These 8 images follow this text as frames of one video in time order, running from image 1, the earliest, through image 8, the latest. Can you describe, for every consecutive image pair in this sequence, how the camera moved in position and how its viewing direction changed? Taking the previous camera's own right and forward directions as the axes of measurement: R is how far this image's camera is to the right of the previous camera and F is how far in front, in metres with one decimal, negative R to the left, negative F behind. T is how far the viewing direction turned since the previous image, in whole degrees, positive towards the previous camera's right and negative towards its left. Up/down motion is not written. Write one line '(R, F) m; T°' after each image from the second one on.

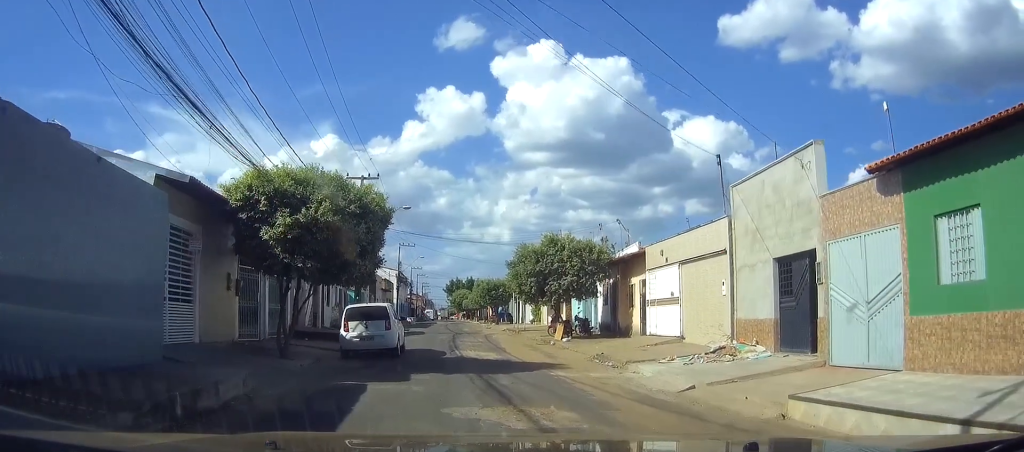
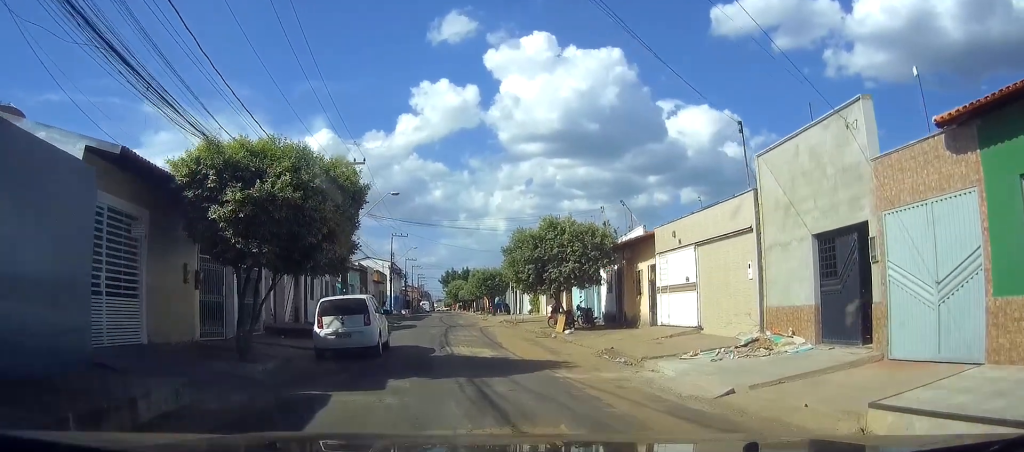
(0.0, +2.1) m; 0°
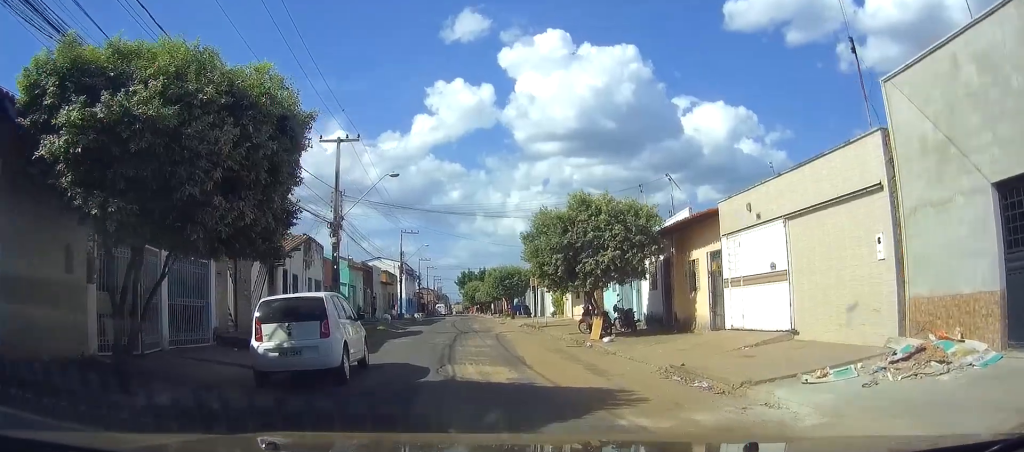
(+0.1, +5.0) m; -1°
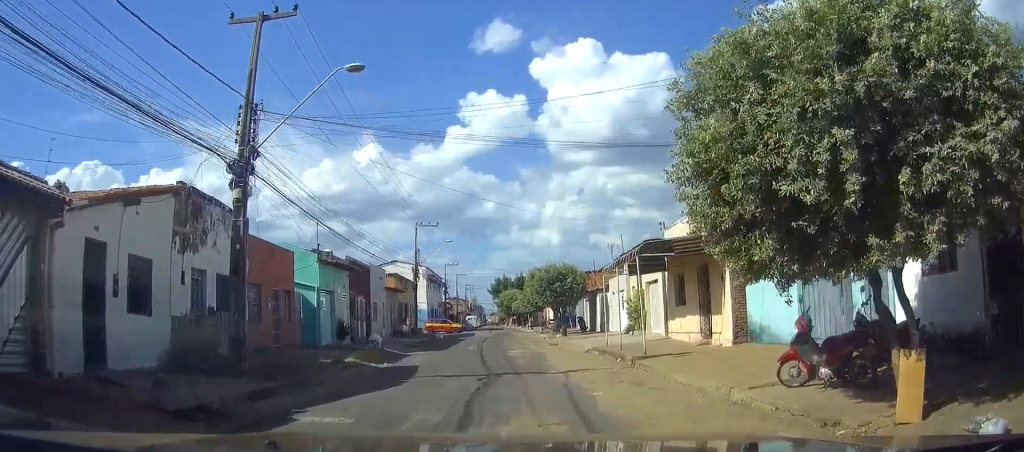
(-1.1, +14.6) m; -6°
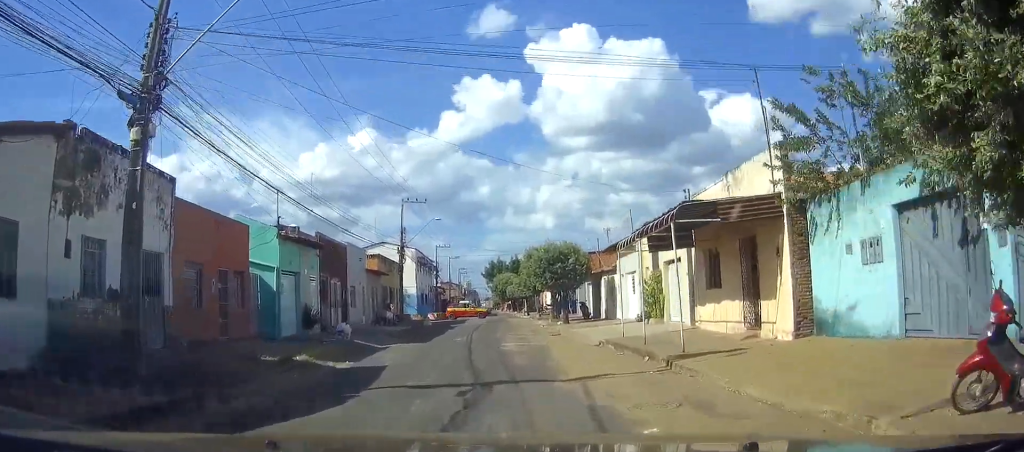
(+0.1, +4.3) m; 0°
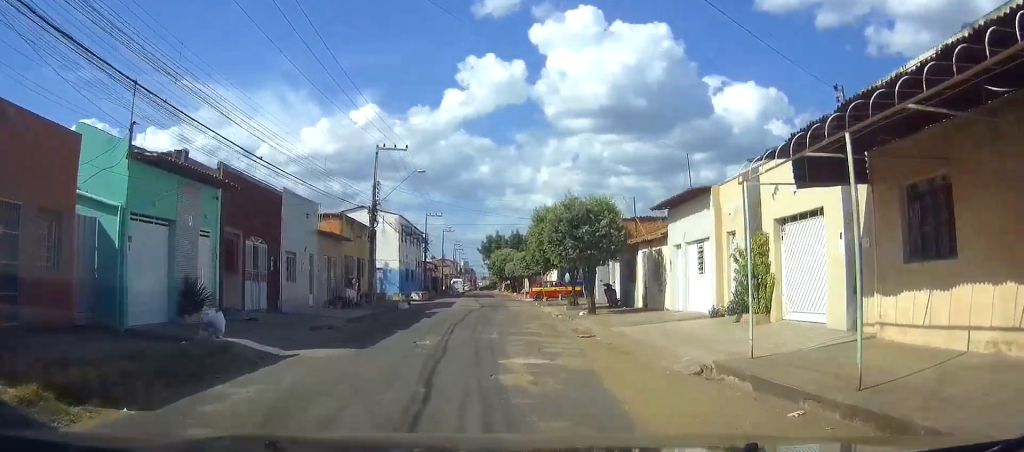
(0.0, +10.5) m; +3°
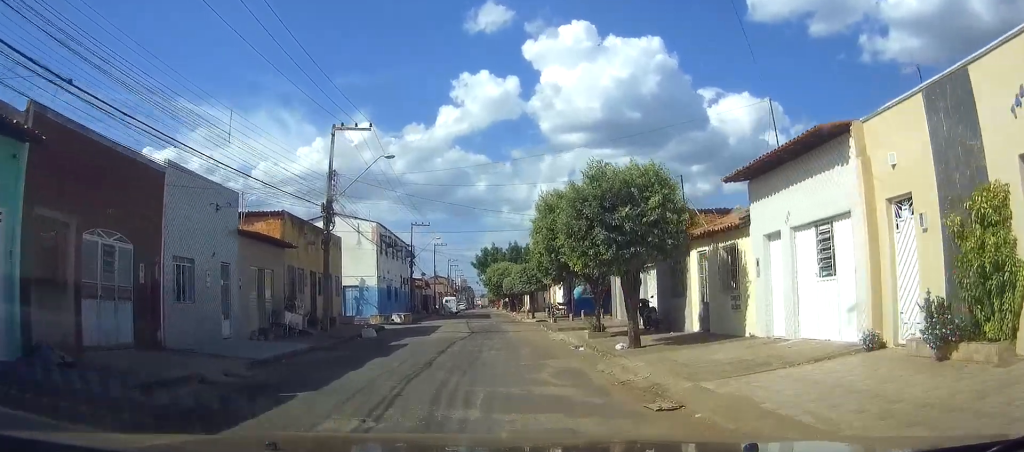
(+0.2, +8.9) m; 0°
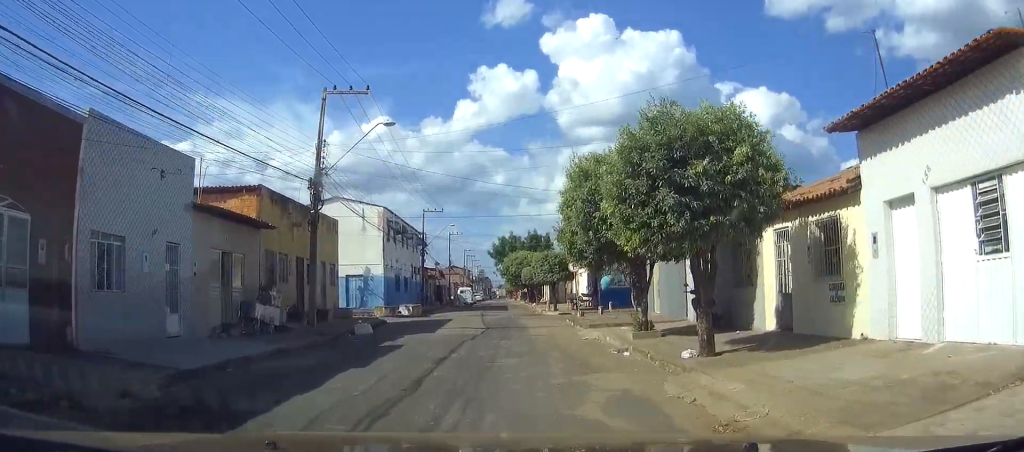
(-0.1, +4.4) m; -1°
